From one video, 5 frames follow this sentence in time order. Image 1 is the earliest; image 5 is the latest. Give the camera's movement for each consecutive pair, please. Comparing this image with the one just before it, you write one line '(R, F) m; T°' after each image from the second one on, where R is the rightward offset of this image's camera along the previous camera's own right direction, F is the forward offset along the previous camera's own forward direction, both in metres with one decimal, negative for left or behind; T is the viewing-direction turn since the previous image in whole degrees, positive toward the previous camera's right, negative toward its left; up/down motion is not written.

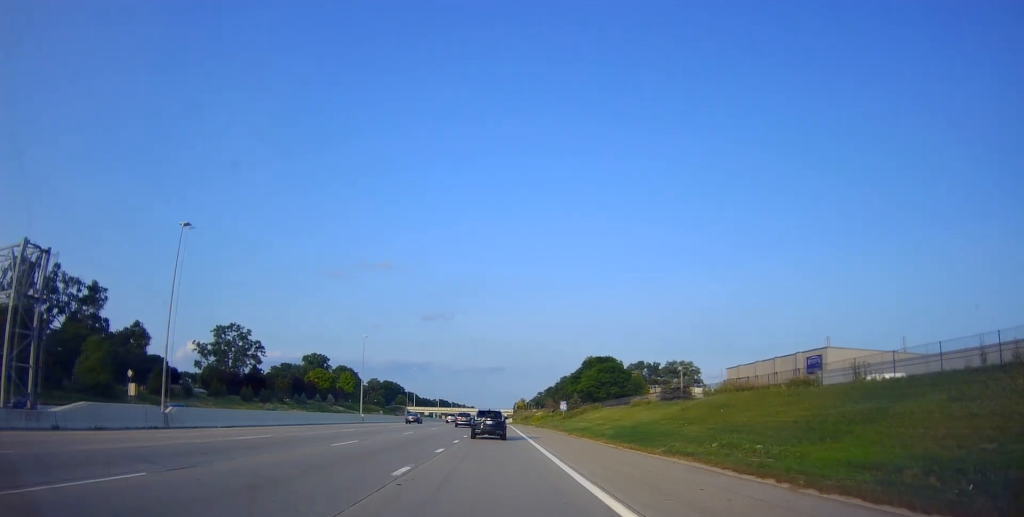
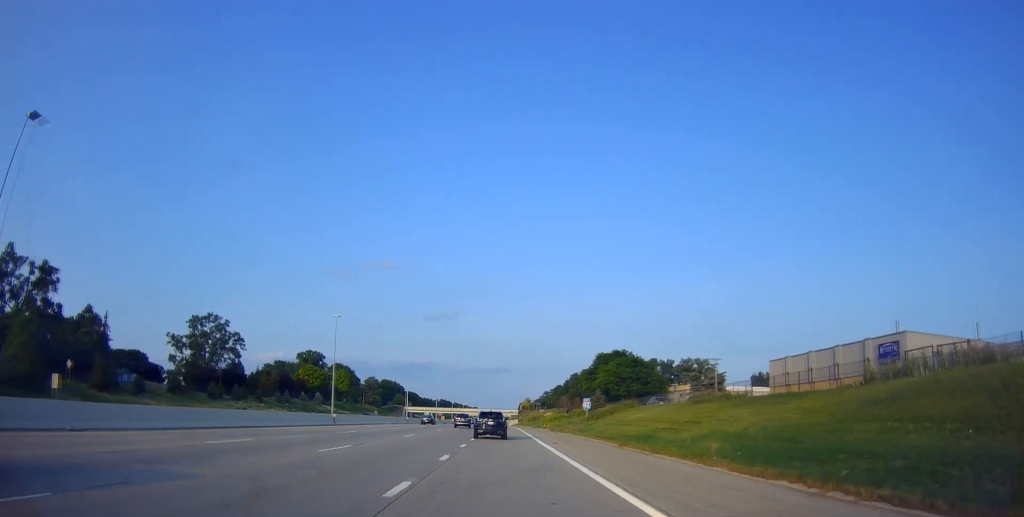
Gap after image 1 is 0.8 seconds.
(+0.4, +17.1) m; -1°
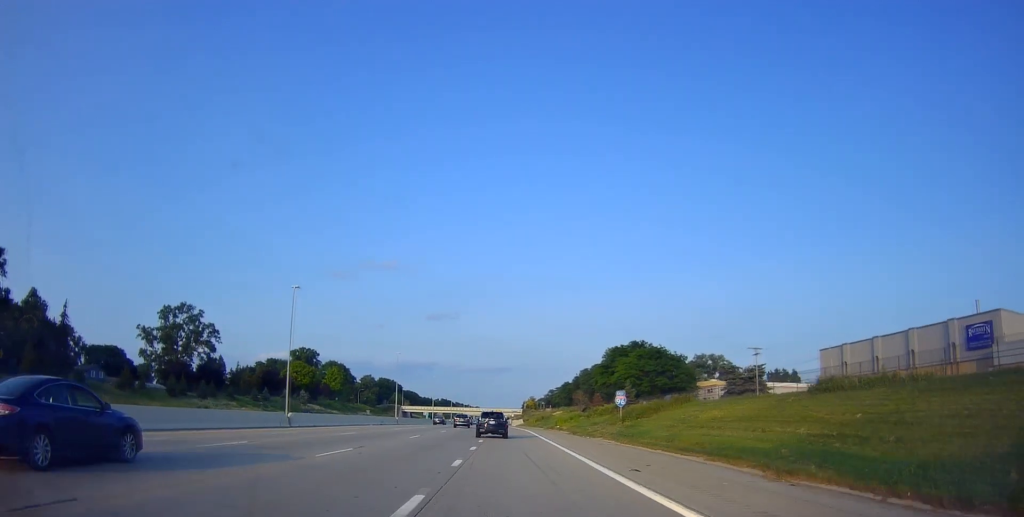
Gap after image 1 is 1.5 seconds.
(-0.5, +16.1) m; -1°
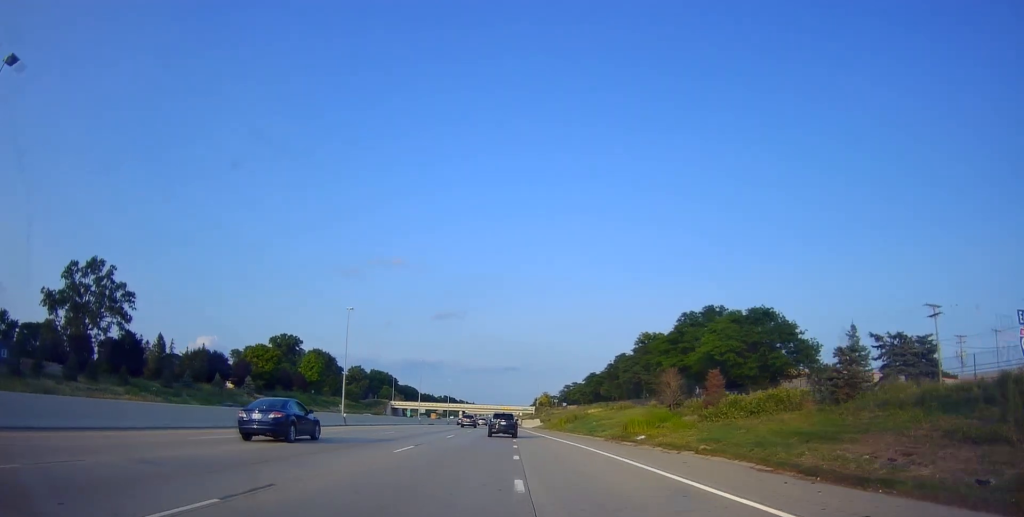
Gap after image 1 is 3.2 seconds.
(0.0, +41.0) m; +1°
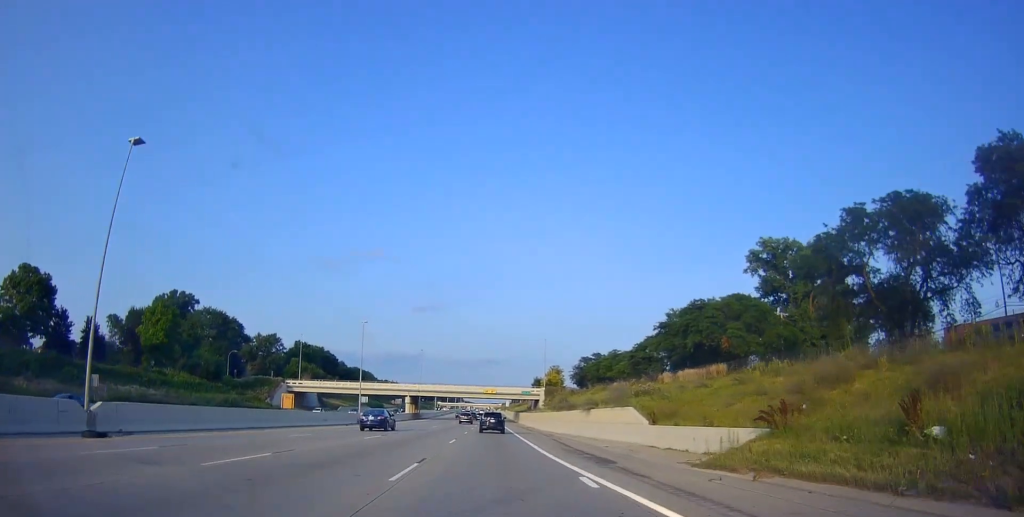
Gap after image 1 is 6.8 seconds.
(-1.7, +95.4) m; 0°
